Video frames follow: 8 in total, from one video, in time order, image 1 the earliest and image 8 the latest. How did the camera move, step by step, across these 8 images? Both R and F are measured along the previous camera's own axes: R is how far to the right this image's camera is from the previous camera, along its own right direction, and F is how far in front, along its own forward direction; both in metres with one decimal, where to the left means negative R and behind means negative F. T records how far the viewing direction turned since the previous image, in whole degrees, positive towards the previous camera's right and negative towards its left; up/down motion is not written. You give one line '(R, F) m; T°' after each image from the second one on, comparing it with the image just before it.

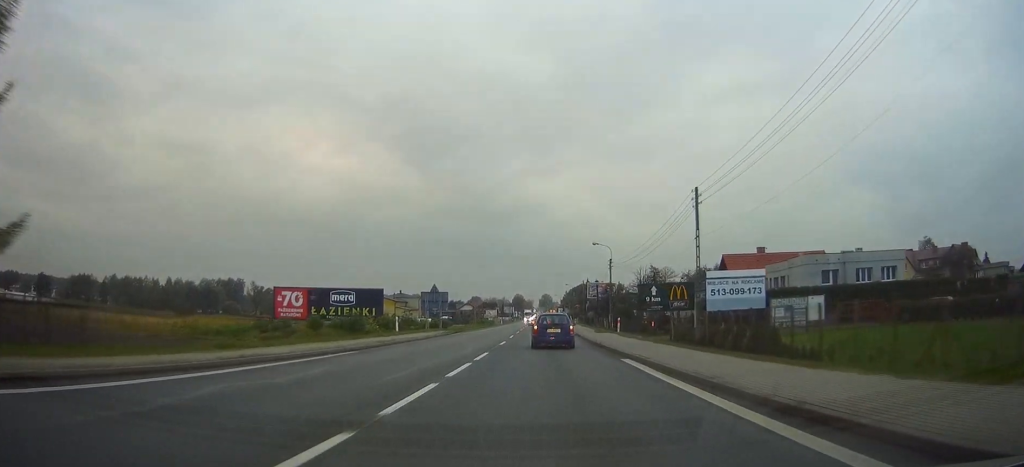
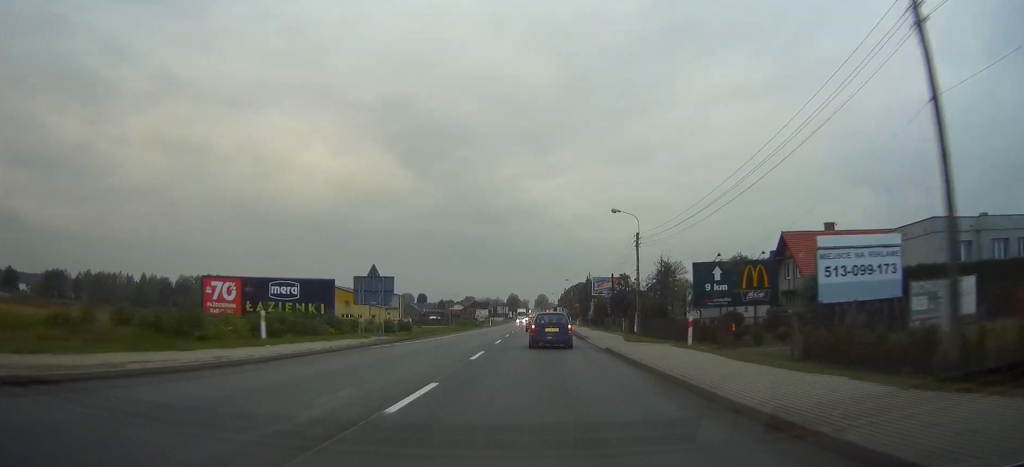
(+0.2, +23.1) m; +1°
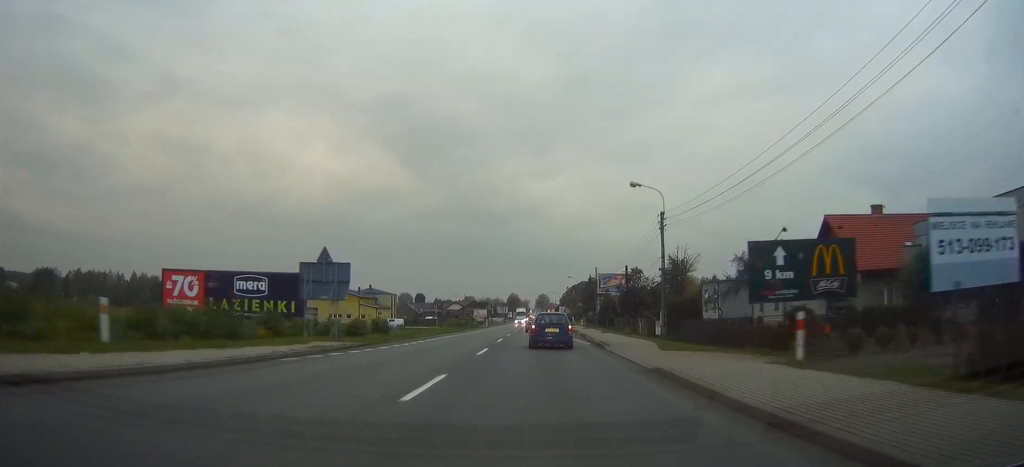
(0.0, +10.3) m; 0°
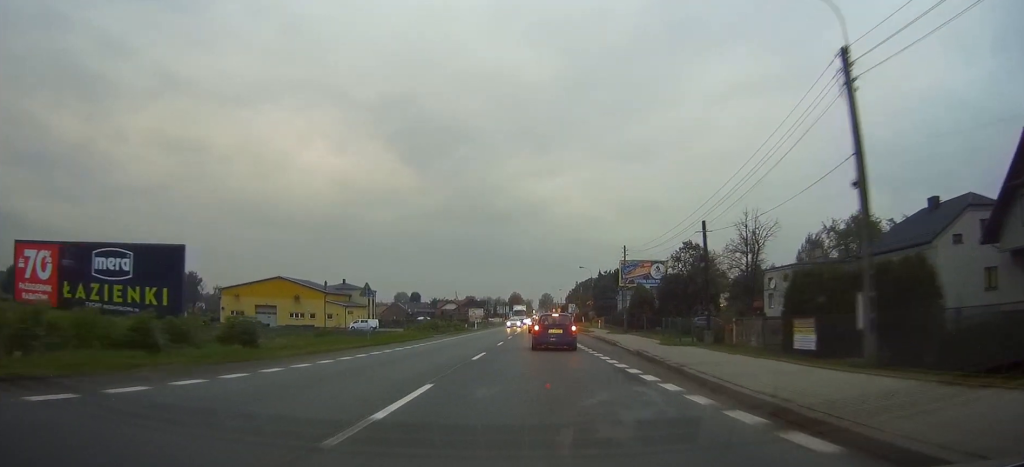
(-0.2, +26.8) m; 0°
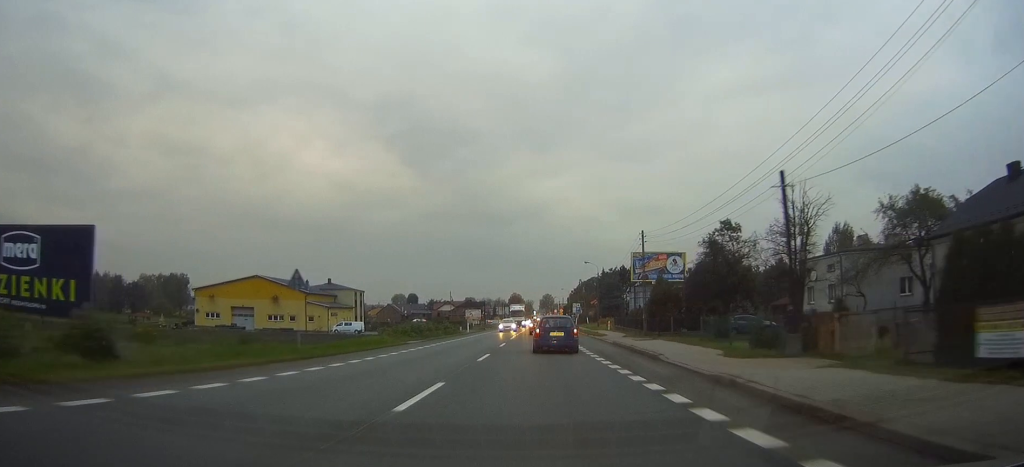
(+0.1, +11.1) m; 0°
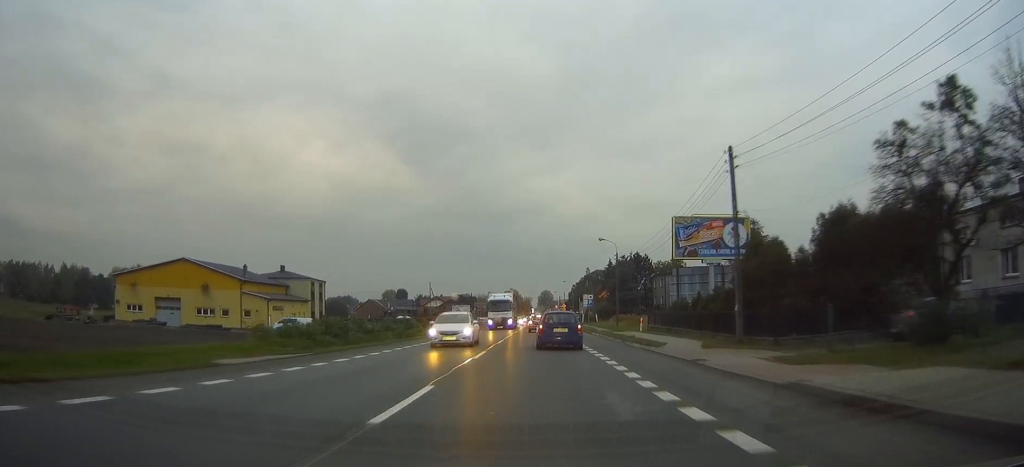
(-0.1, +25.5) m; 0°
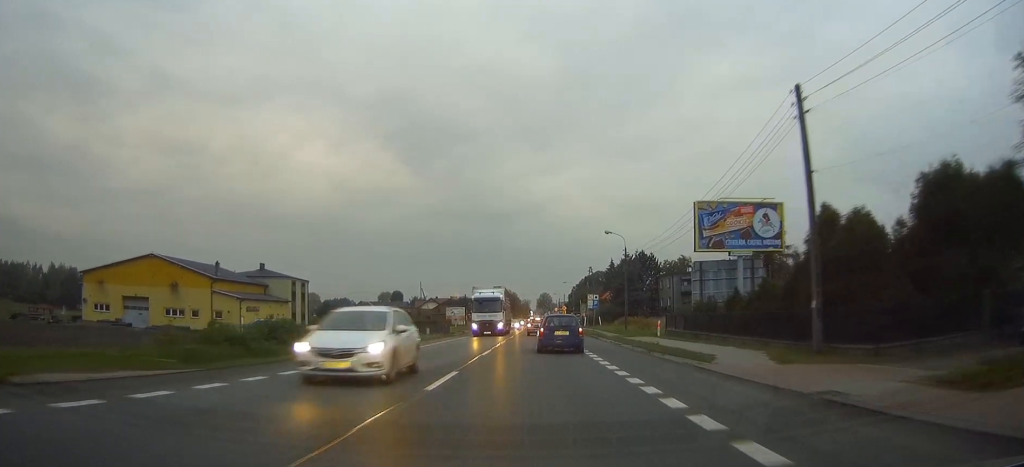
(0.0, +8.3) m; 0°
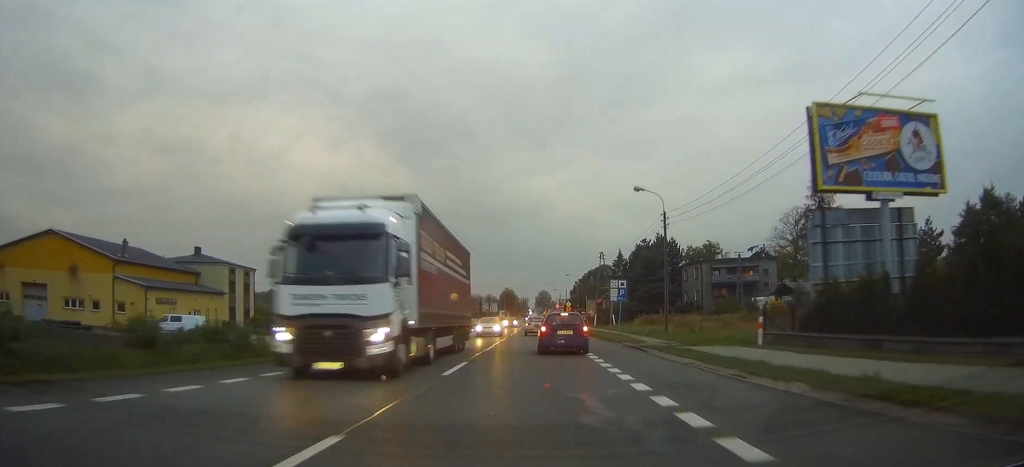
(0.0, +20.7) m; 0°
